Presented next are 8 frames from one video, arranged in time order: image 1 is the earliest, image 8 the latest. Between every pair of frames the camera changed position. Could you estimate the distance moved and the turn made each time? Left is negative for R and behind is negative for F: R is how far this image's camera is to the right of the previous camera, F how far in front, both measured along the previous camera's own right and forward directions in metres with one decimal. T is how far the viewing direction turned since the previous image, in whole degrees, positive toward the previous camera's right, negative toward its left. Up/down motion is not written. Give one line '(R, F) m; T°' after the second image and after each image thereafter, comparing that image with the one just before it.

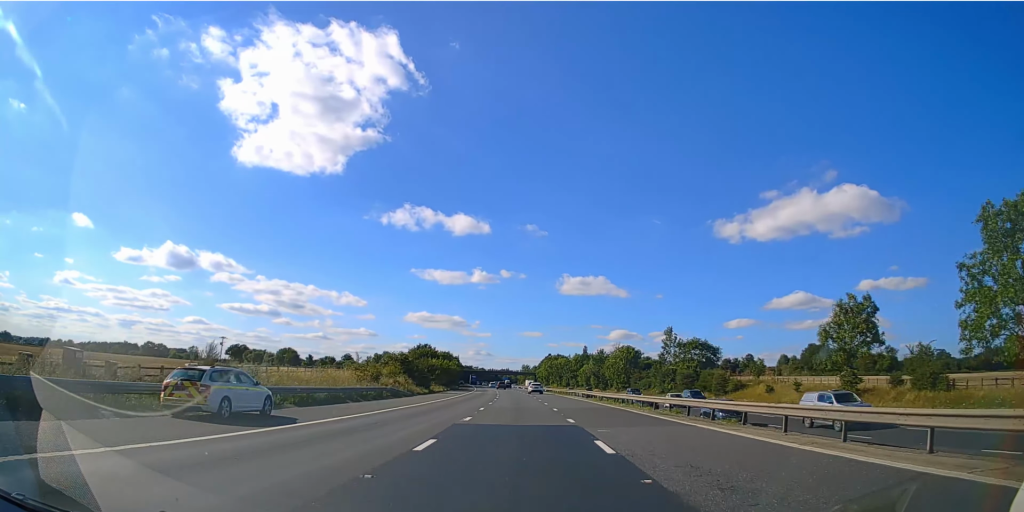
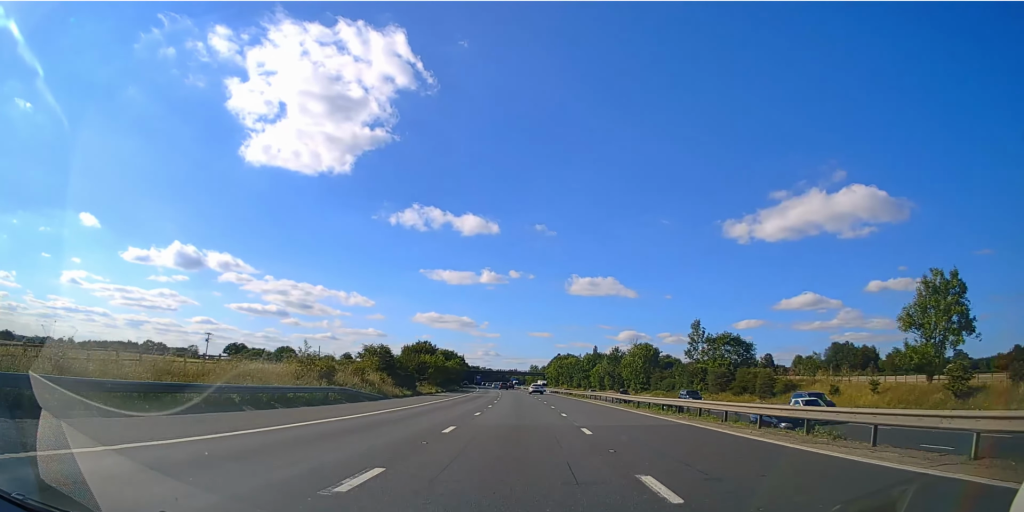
(-0.2, +14.1) m; -1°
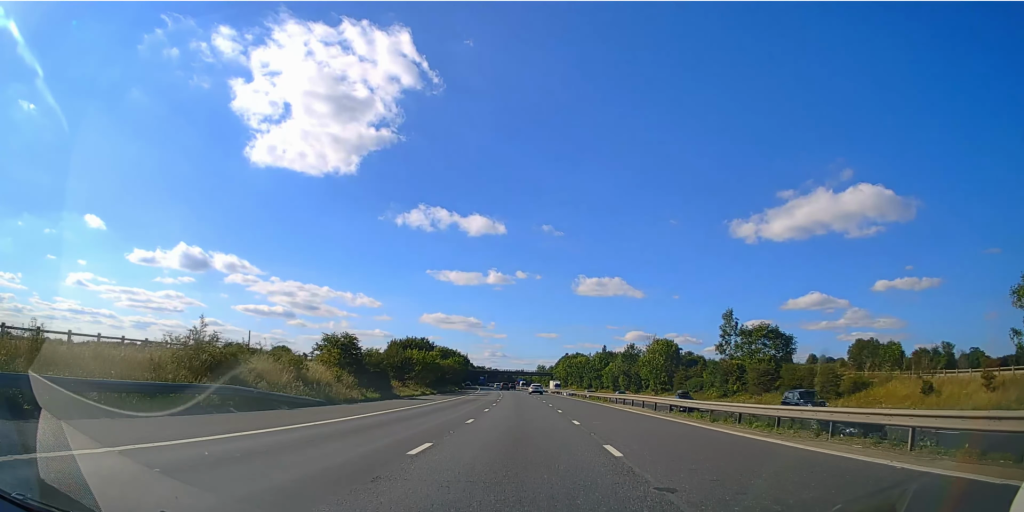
(0.0, +13.2) m; -1°
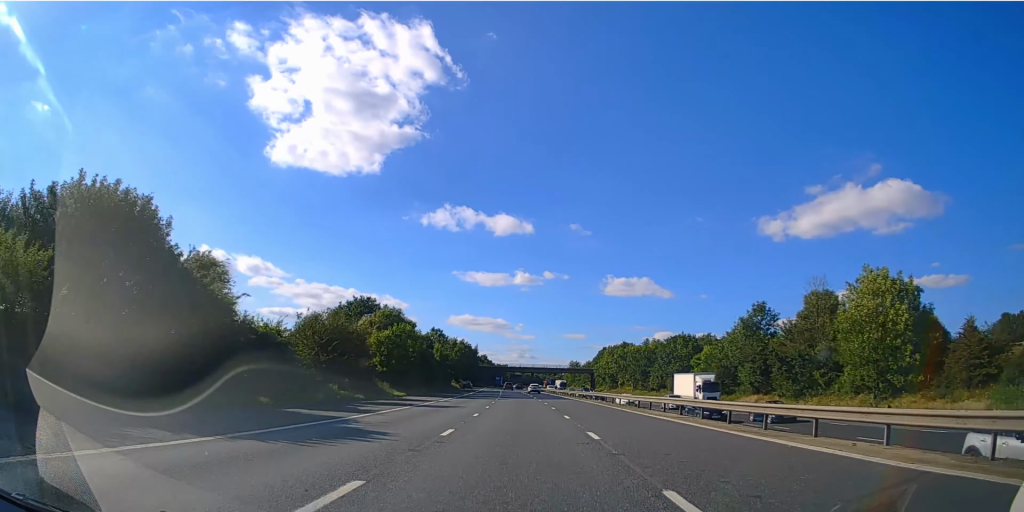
(-1.6, +70.5) m; -3°
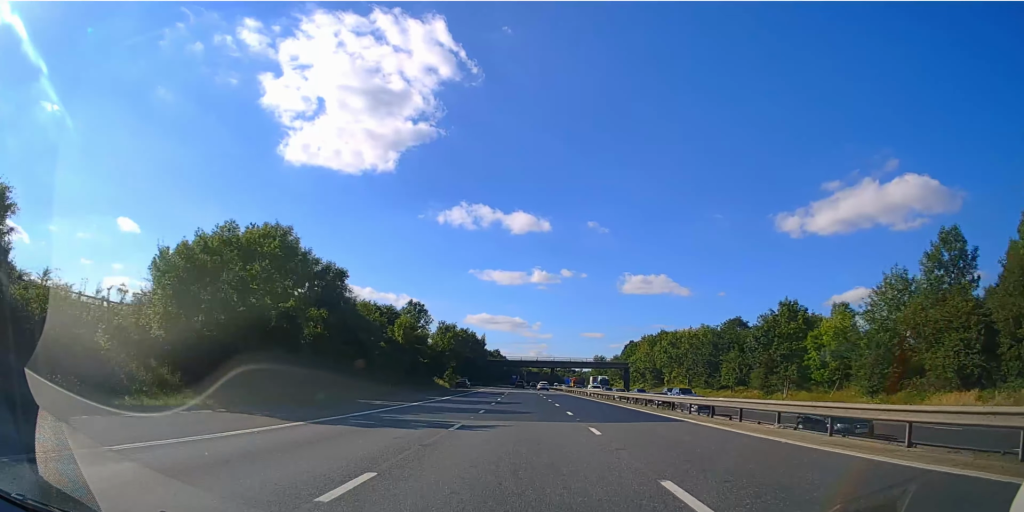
(-0.5, +36.6) m; -2°
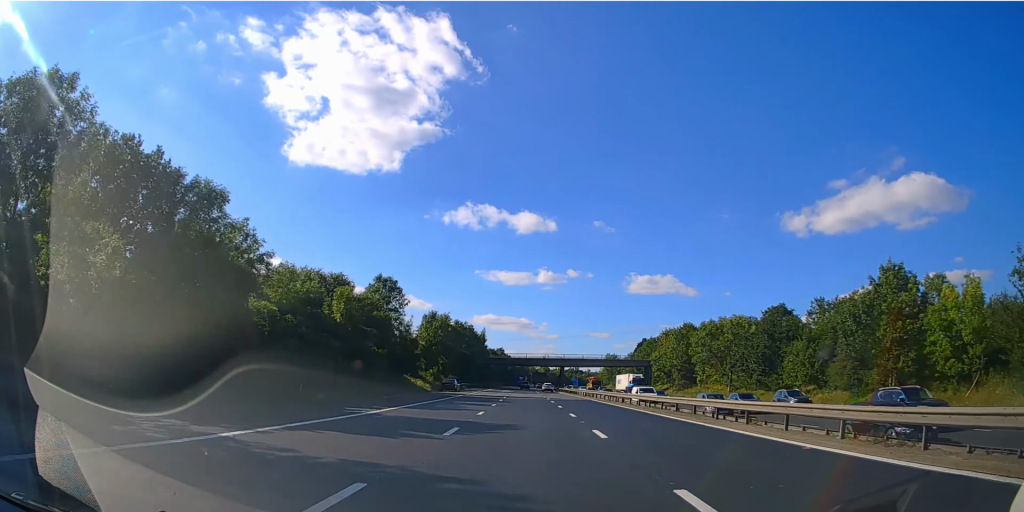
(-0.2, +19.3) m; -1°
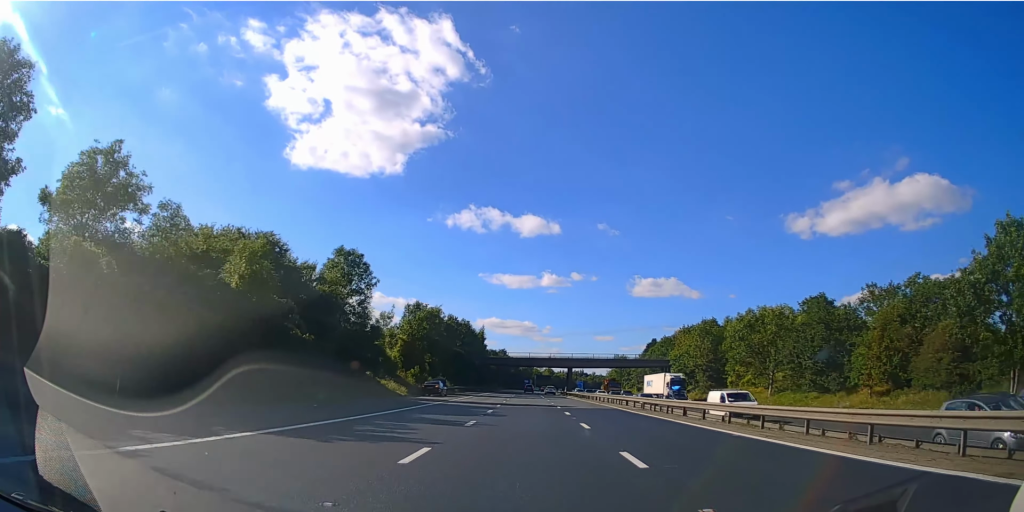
(-0.1, +14.5) m; 0°
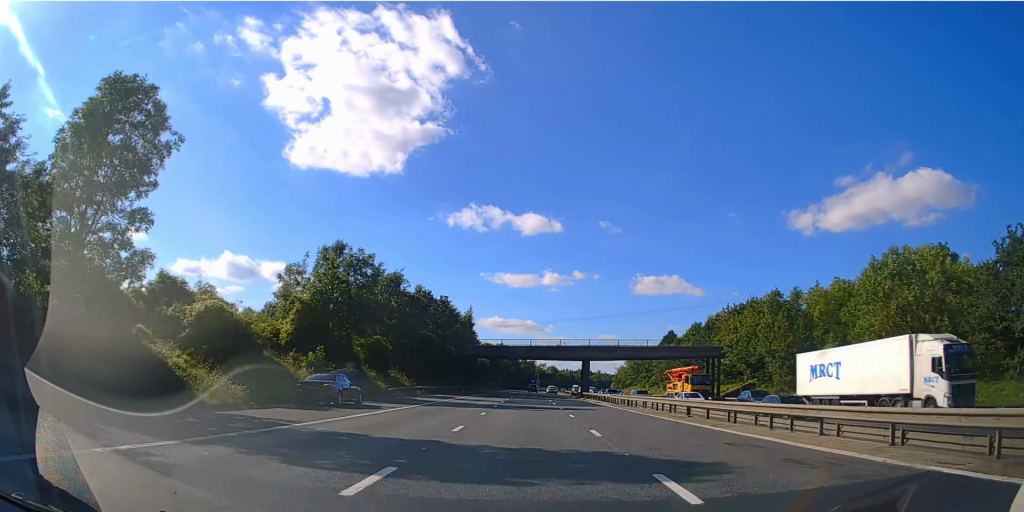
(-0.1, +31.2) m; -1°
